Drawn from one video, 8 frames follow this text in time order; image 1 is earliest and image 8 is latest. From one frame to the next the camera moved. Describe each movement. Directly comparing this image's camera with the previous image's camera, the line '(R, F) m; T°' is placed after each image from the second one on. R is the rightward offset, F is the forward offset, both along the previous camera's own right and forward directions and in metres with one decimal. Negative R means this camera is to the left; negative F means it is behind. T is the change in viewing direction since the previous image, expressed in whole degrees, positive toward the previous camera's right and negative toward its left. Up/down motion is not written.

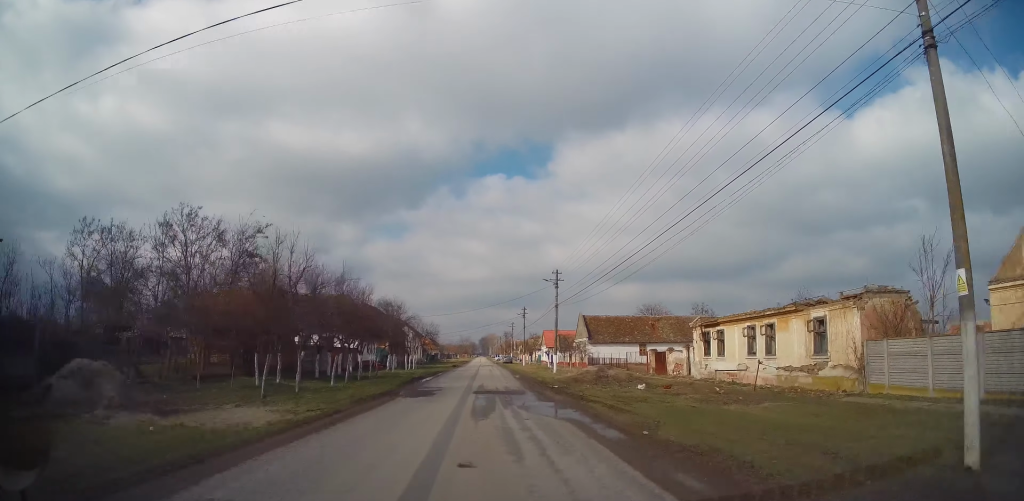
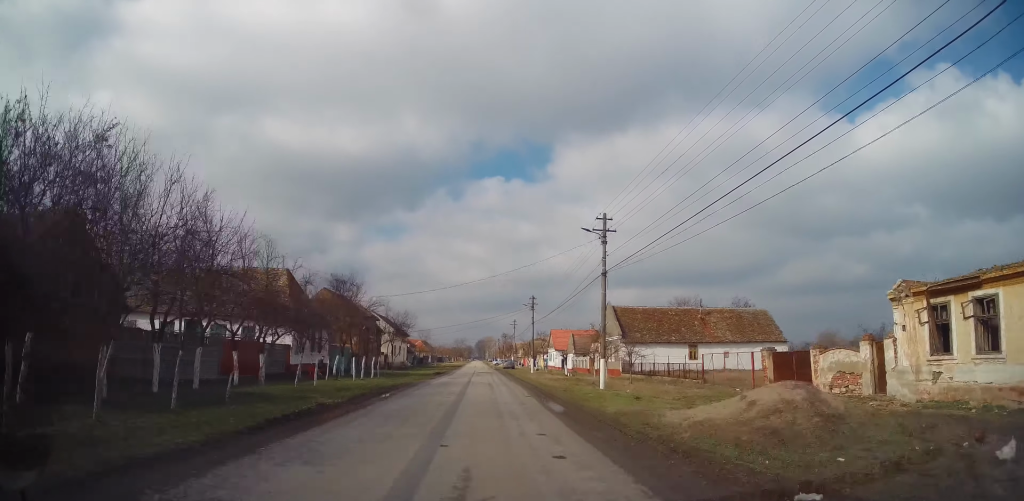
(-0.5, +17.8) m; -1°
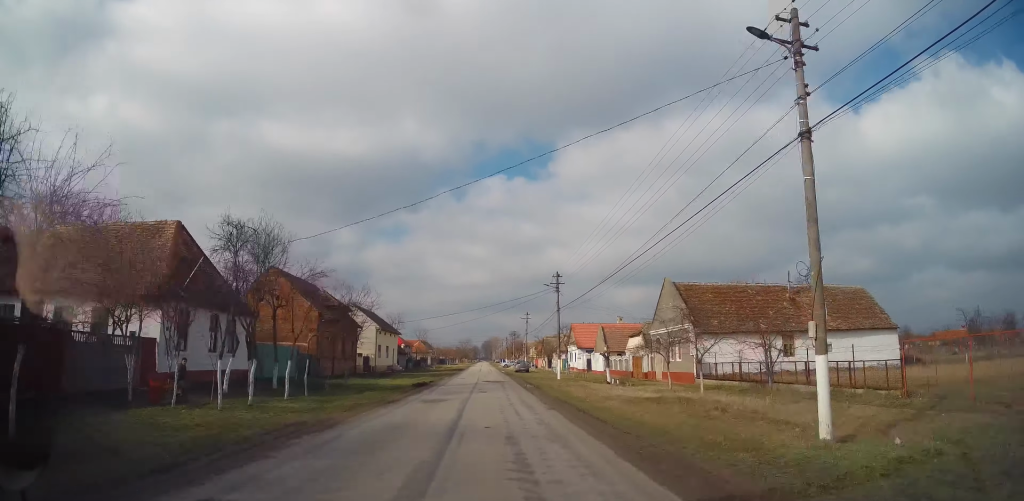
(+0.7, +16.3) m; +3°
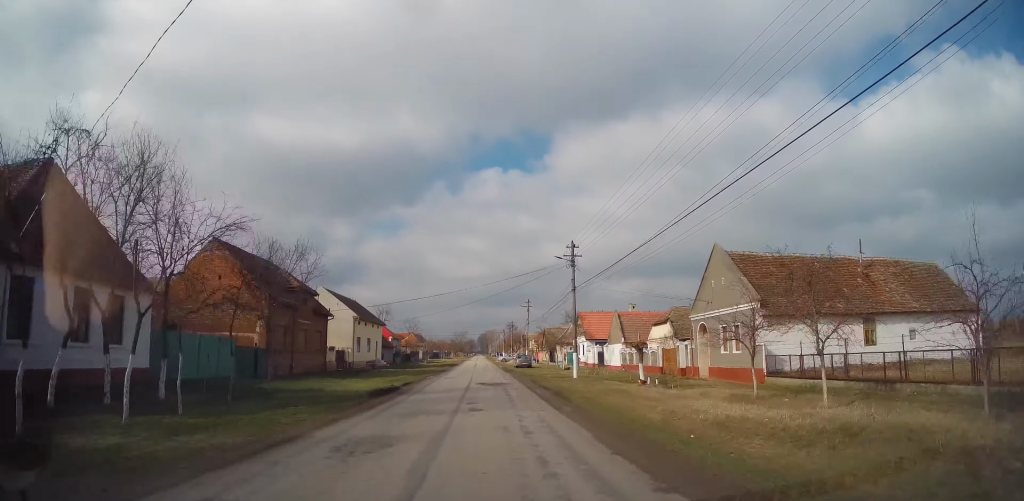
(0.0, +9.1) m; -1°
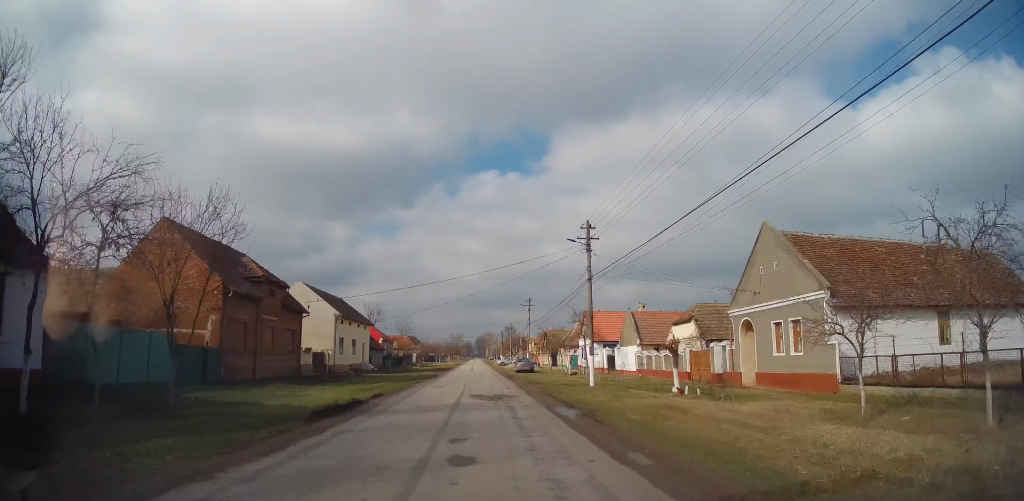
(-0.1, +5.8) m; 0°
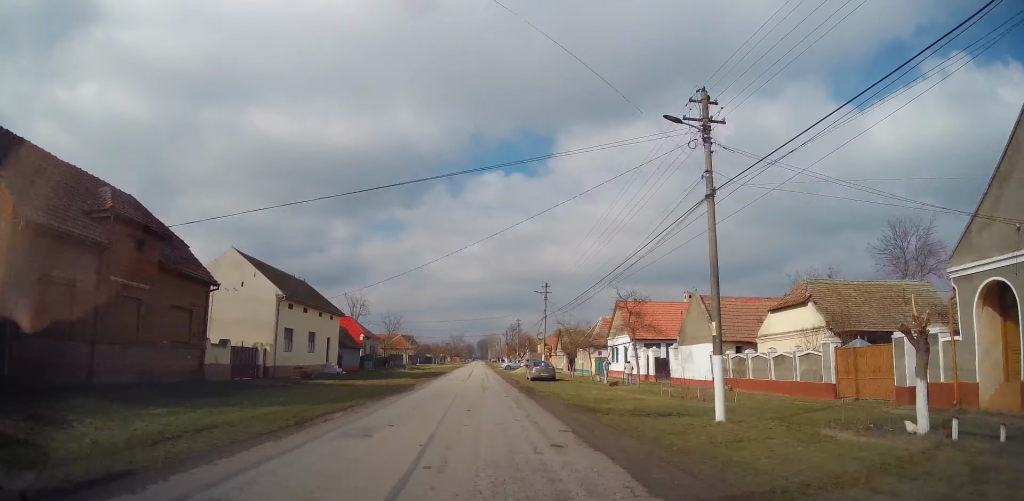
(0.0, +14.4) m; 0°
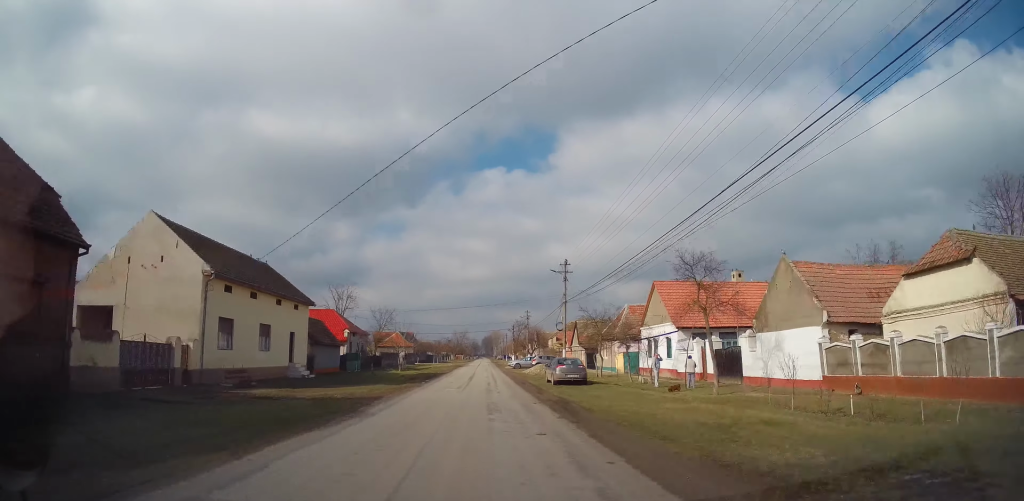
(0.0, +9.9) m; -1°
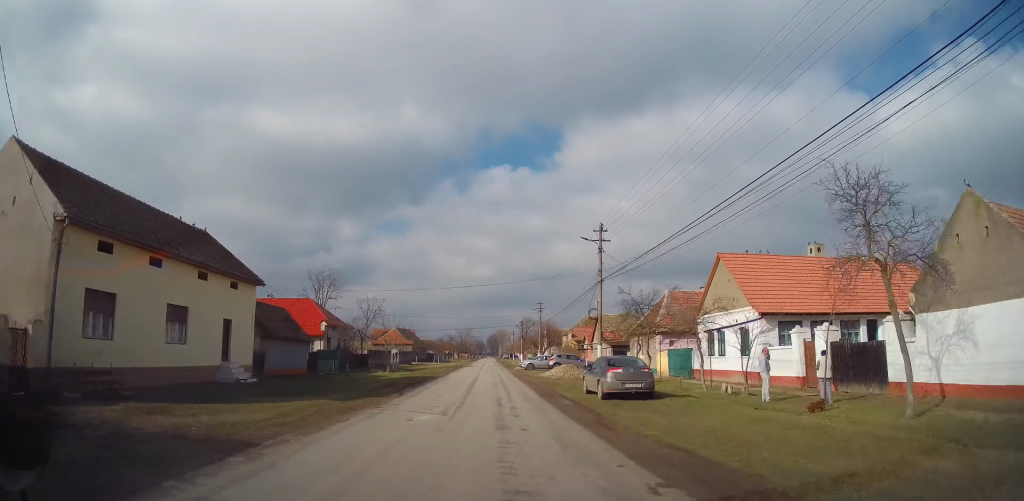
(-0.1, +10.3) m; -1°
